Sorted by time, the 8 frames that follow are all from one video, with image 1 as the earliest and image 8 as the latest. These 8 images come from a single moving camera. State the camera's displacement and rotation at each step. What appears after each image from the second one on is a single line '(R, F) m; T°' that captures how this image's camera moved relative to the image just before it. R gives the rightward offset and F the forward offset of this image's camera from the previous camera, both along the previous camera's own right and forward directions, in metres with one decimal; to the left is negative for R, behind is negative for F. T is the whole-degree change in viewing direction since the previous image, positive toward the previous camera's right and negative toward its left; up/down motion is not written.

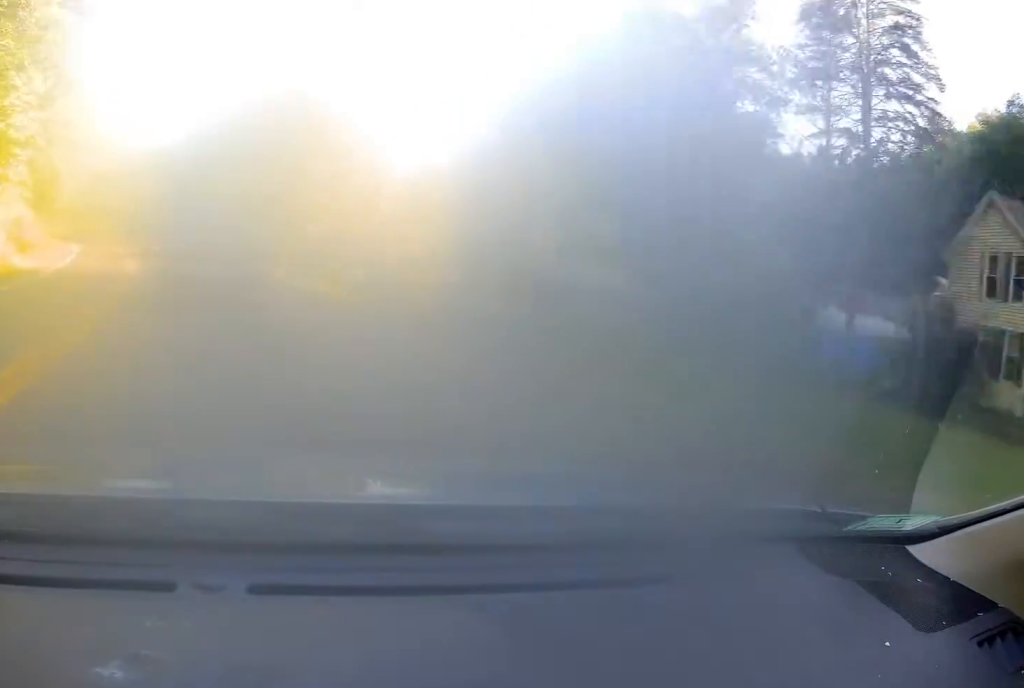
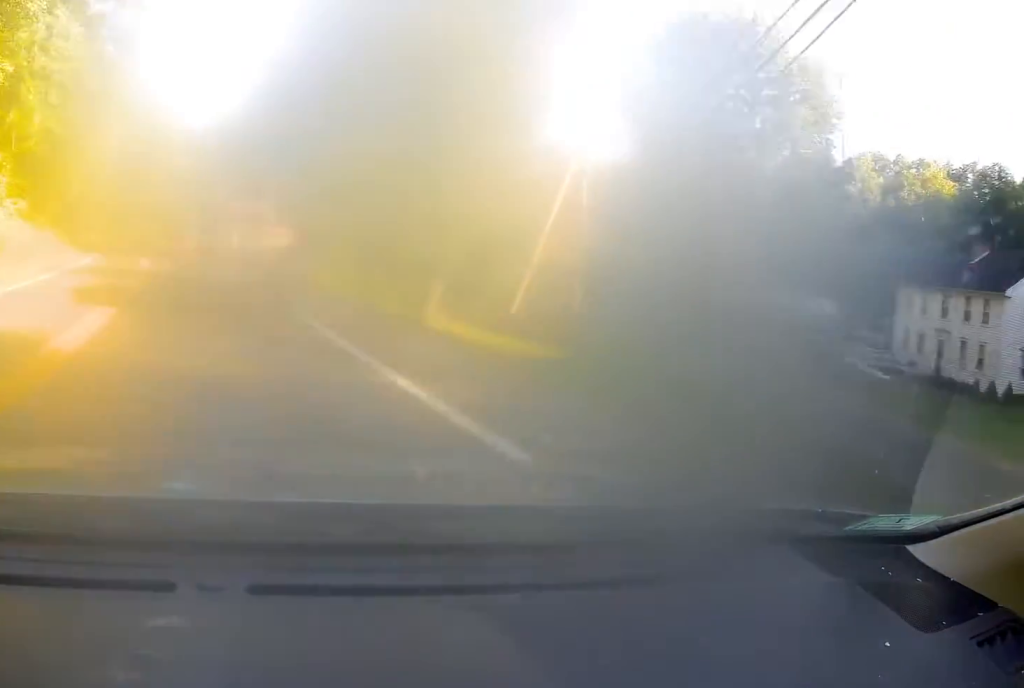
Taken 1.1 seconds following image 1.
(-0.9, +22.0) m; -4°
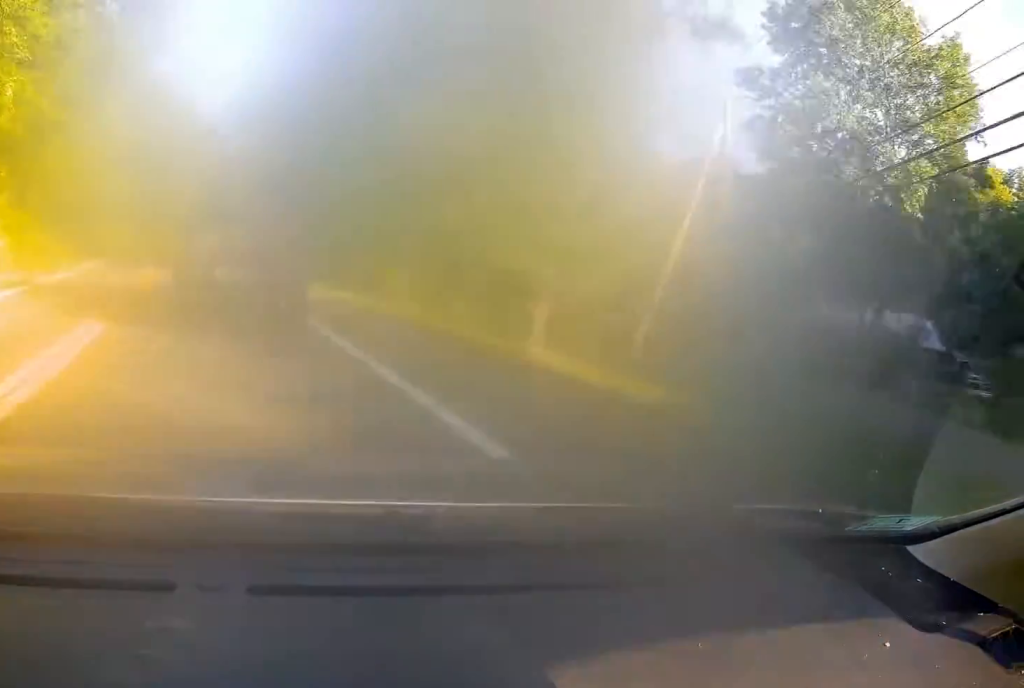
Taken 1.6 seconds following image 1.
(-0.2, +9.9) m; -2°
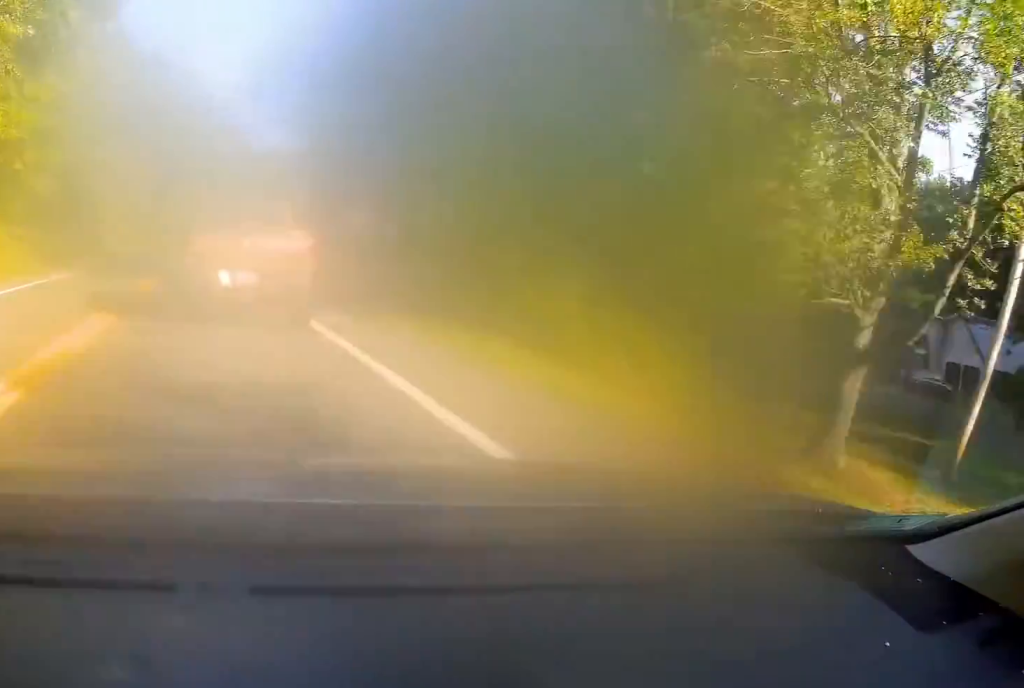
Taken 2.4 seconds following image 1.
(+0.1, +15.0) m; -2°
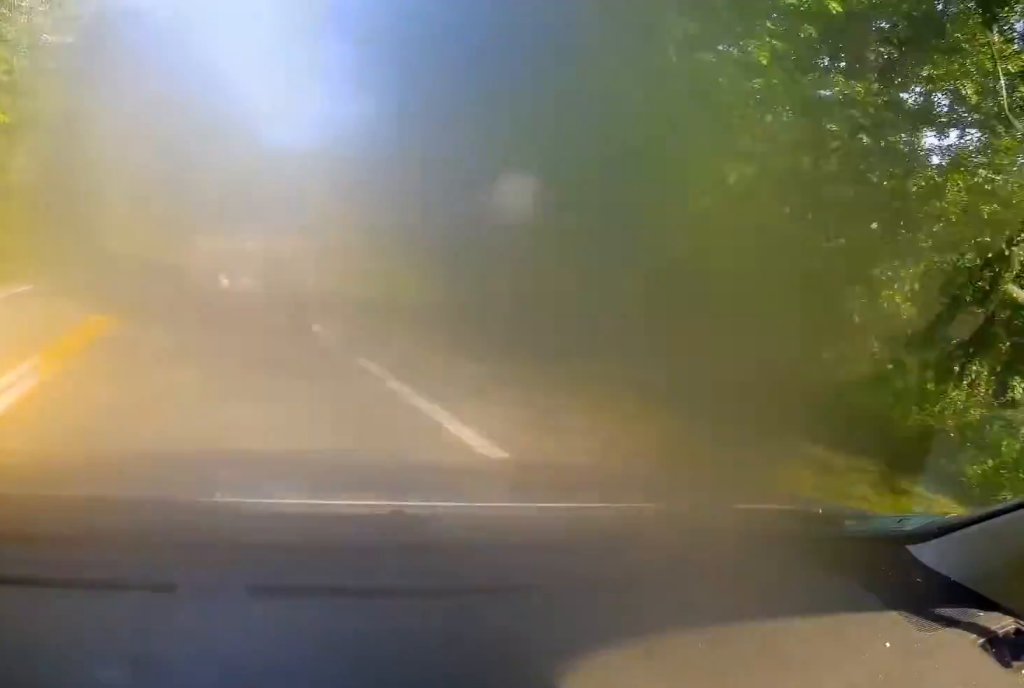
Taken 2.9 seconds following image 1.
(-0.4, +10.9) m; -2°
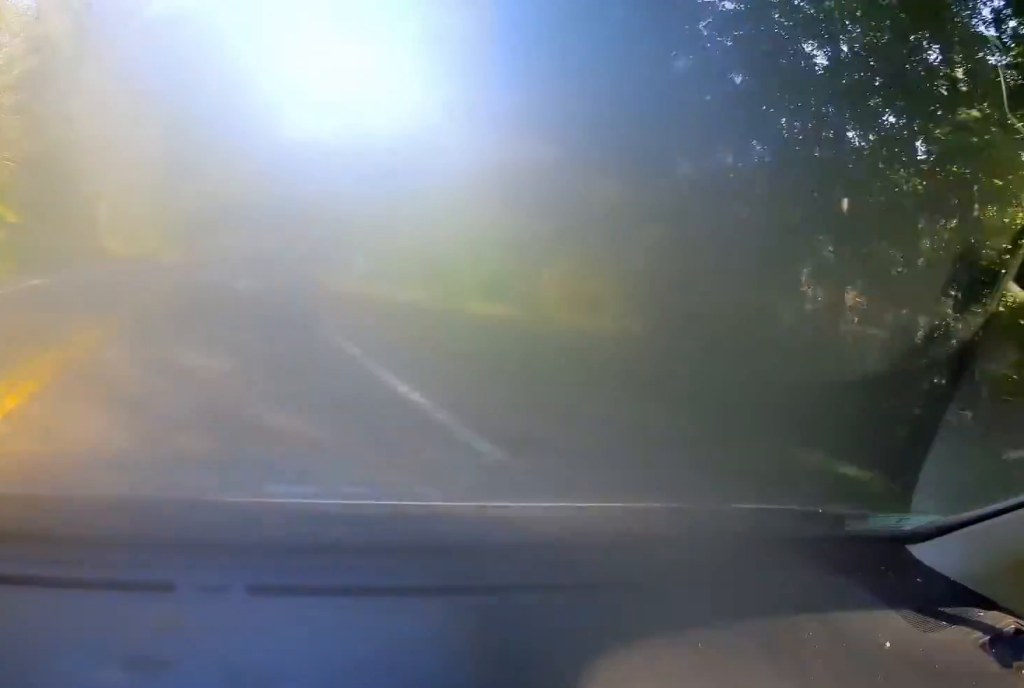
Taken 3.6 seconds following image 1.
(-0.3, +12.0) m; -2°
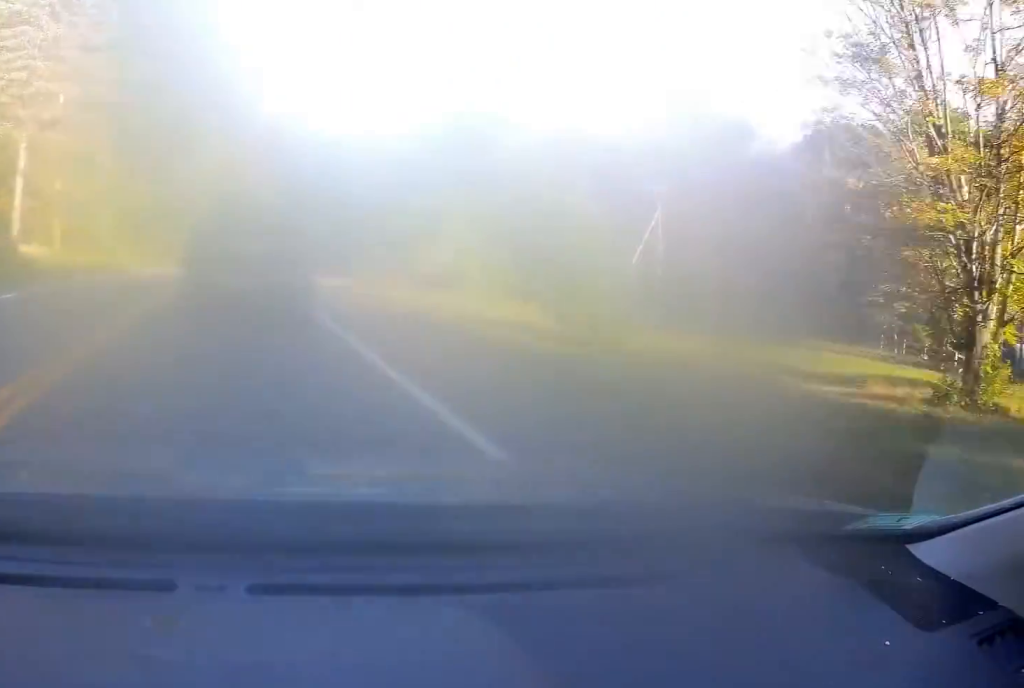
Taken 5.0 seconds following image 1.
(-0.6, +25.0) m; 0°
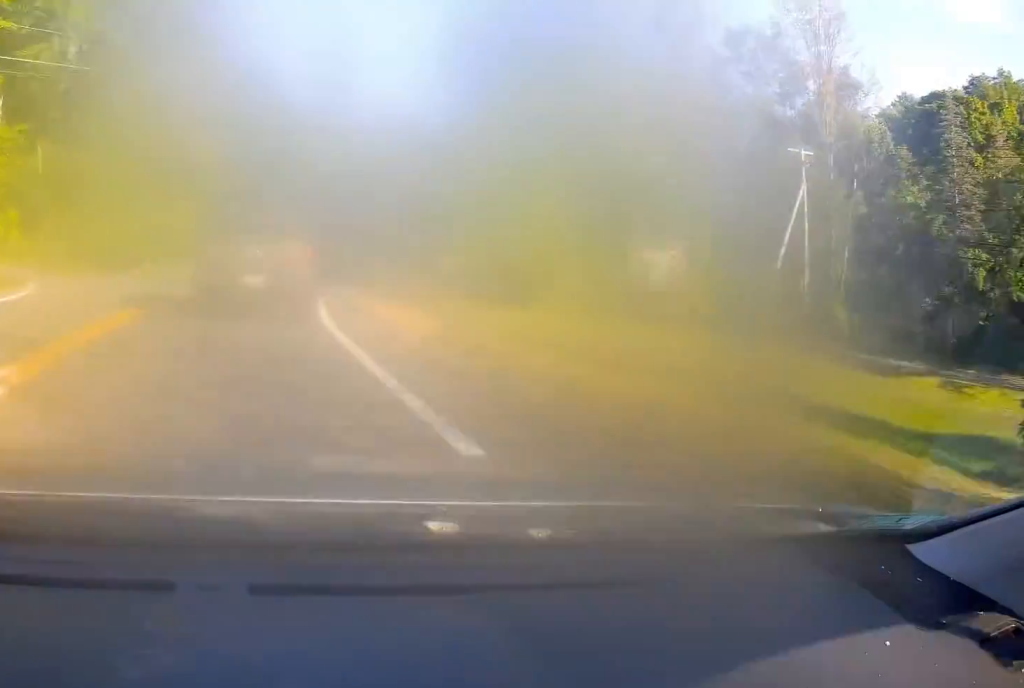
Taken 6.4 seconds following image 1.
(+1.3, +24.1) m; +4°
